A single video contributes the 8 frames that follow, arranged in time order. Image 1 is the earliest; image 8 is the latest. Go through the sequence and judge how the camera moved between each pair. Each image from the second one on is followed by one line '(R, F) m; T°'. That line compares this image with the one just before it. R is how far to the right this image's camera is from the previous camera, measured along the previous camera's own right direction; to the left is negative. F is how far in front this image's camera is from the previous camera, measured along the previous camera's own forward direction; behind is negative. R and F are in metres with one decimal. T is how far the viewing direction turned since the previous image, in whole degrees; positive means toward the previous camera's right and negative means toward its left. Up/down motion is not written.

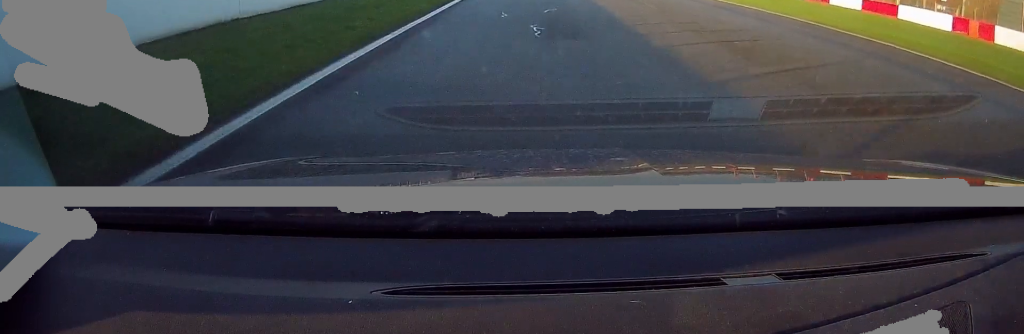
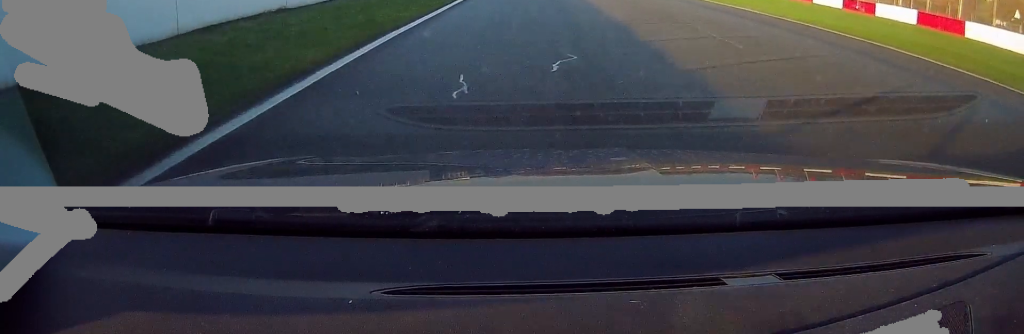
(-0.2, +8.8) m; -1°
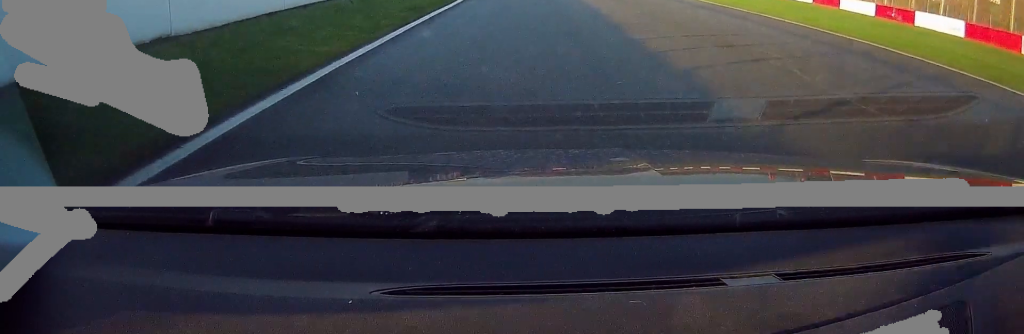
(-0.2, +5.9) m; 0°
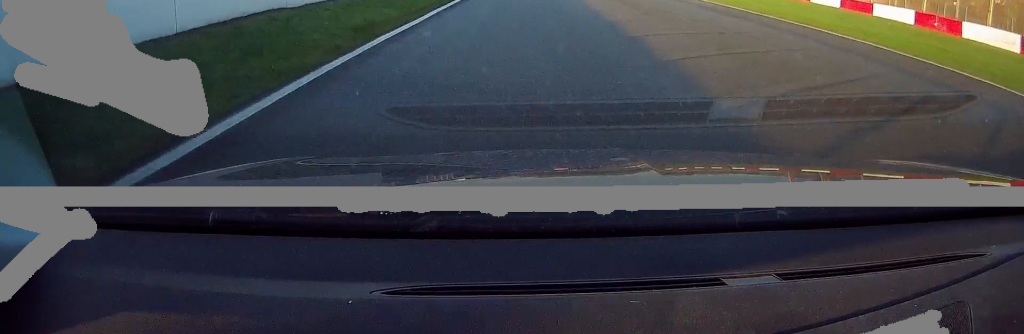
(+0.2, +5.6) m; +1°
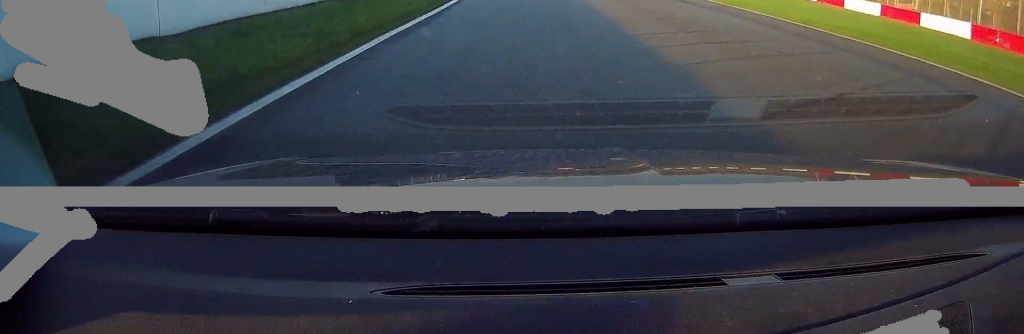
(+0.1, +6.6) m; +1°
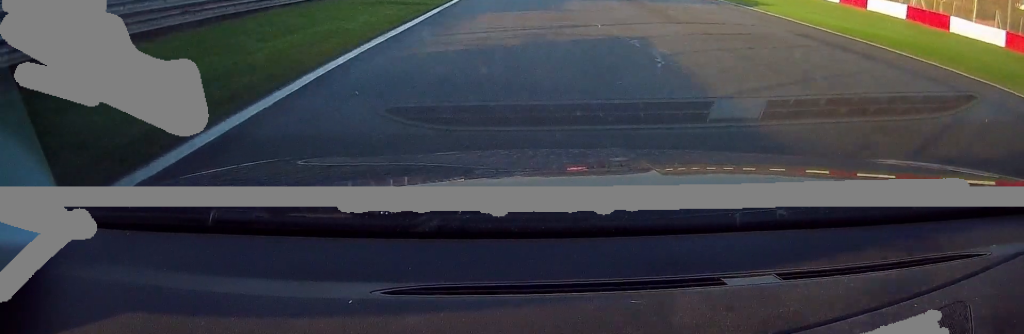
(-0.1, +14.6) m; 0°
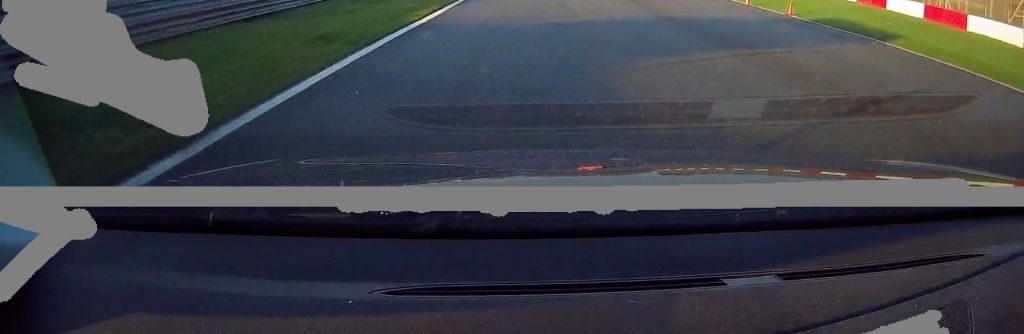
(-0.1, +12.9) m; -1°
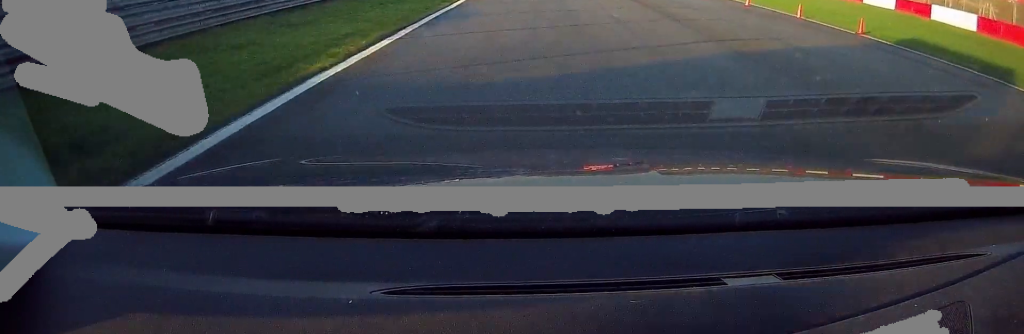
(0.0, +6.4) m; 0°
